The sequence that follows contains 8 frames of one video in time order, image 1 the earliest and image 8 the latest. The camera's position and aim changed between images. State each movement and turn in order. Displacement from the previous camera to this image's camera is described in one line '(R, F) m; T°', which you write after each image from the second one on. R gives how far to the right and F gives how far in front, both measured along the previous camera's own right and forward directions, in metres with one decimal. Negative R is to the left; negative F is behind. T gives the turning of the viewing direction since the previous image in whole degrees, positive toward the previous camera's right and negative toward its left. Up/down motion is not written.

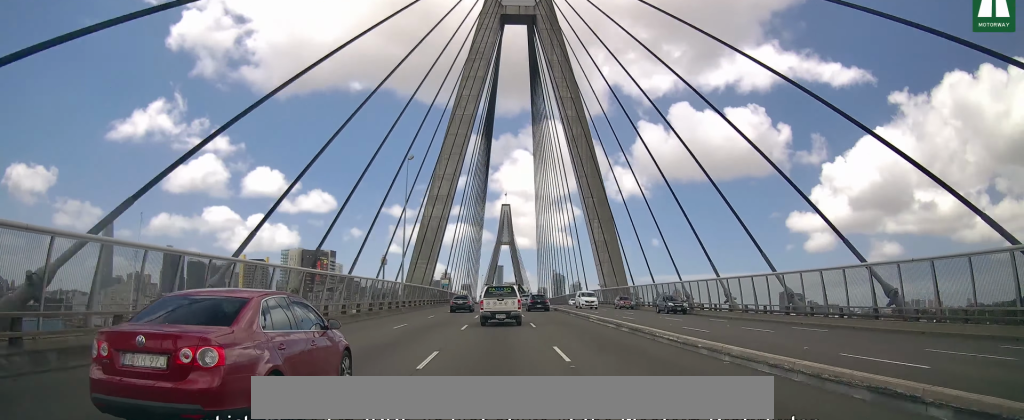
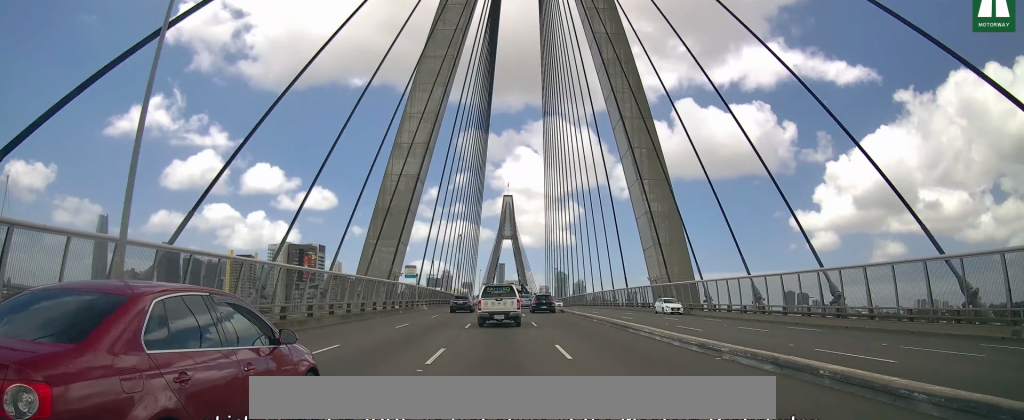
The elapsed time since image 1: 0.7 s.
(-0.2, +33.7) m; 0°
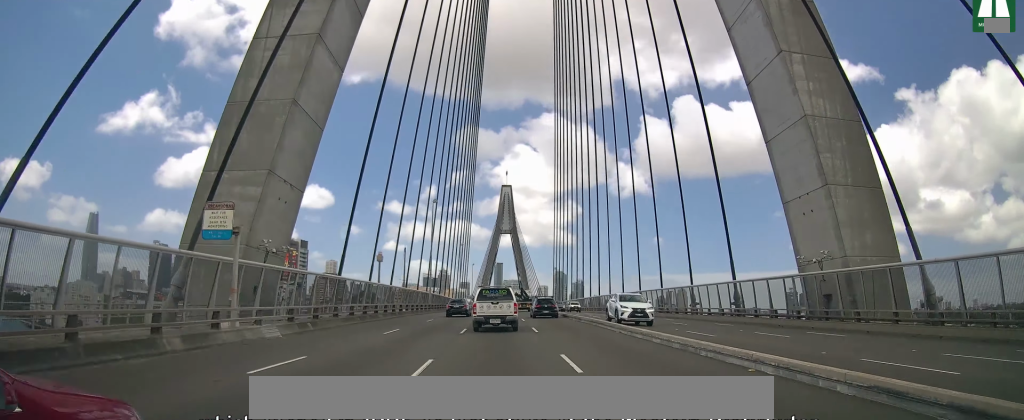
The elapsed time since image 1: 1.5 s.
(+0.2, +37.9) m; 0°
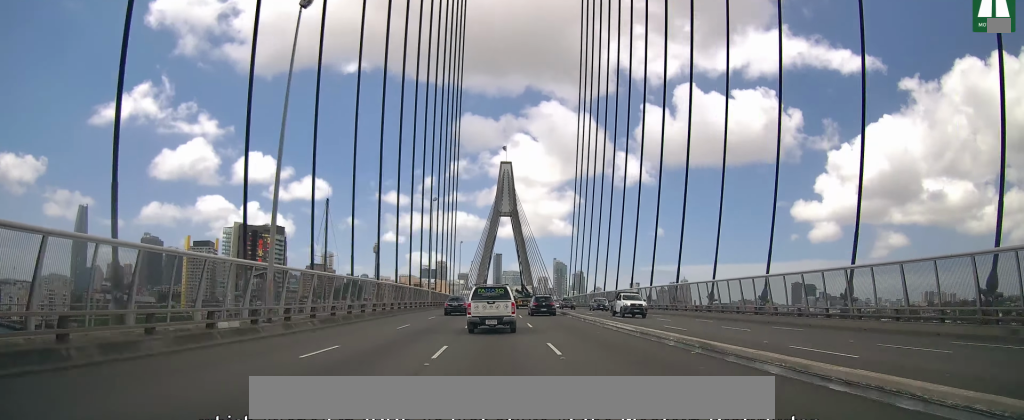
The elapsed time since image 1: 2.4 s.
(+0.1, +45.9) m; 0°
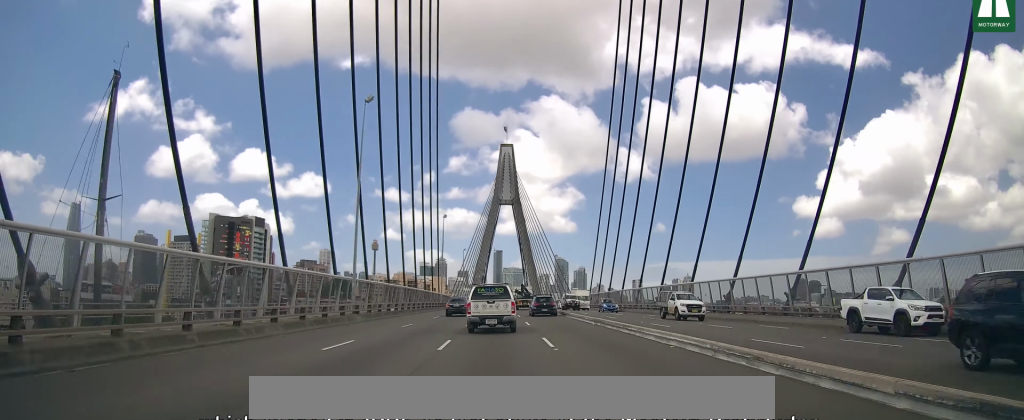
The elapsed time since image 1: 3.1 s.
(-0.1, +36.4) m; 0°
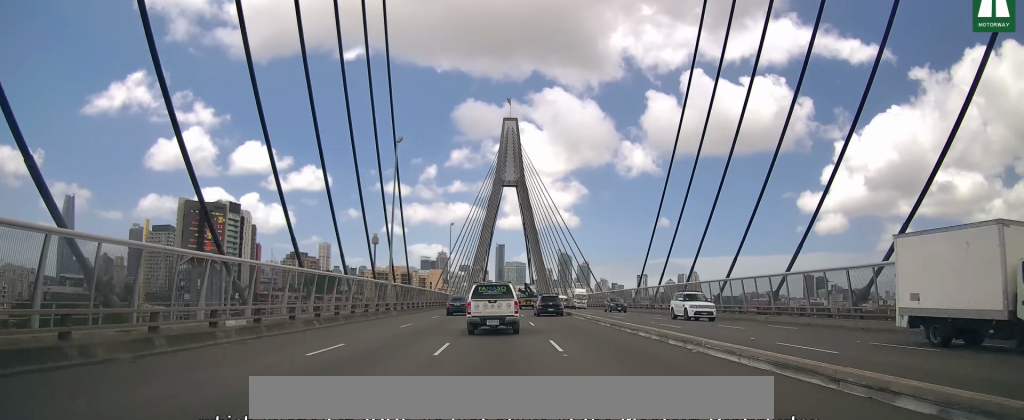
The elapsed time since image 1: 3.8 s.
(-0.1, +38.5) m; 0°
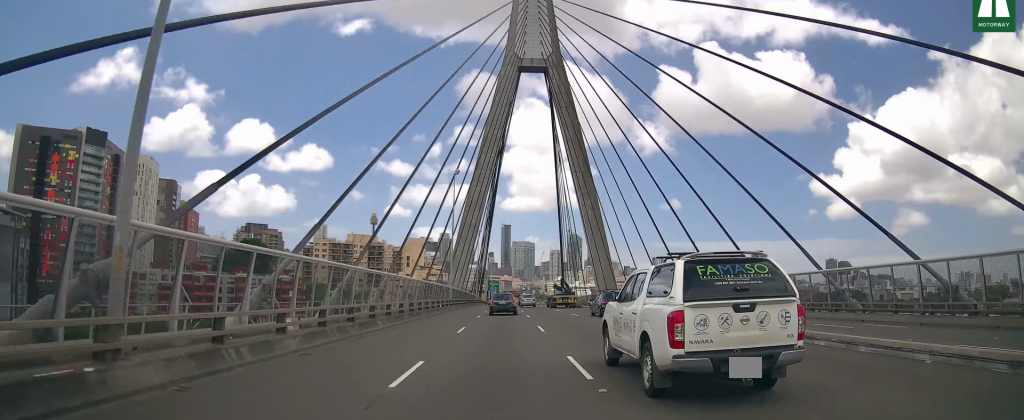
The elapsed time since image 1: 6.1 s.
(-1.0, +121.6) m; 0°
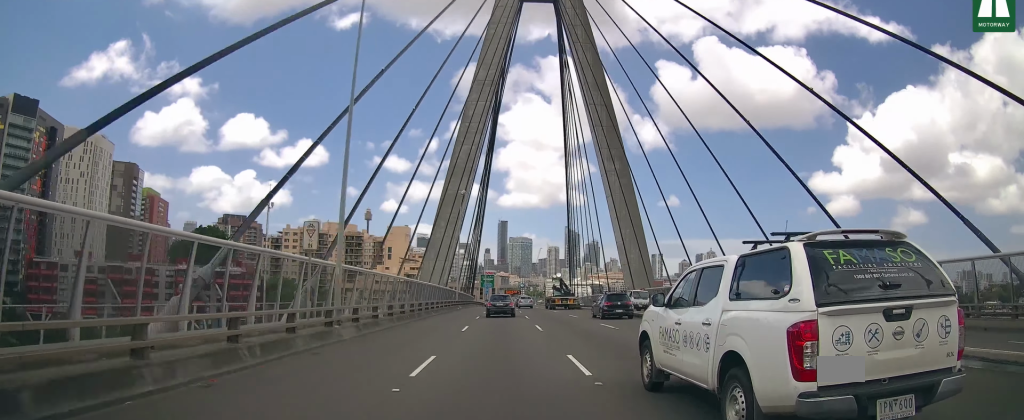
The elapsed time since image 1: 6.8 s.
(+0.2, +35.9) m; 0°
